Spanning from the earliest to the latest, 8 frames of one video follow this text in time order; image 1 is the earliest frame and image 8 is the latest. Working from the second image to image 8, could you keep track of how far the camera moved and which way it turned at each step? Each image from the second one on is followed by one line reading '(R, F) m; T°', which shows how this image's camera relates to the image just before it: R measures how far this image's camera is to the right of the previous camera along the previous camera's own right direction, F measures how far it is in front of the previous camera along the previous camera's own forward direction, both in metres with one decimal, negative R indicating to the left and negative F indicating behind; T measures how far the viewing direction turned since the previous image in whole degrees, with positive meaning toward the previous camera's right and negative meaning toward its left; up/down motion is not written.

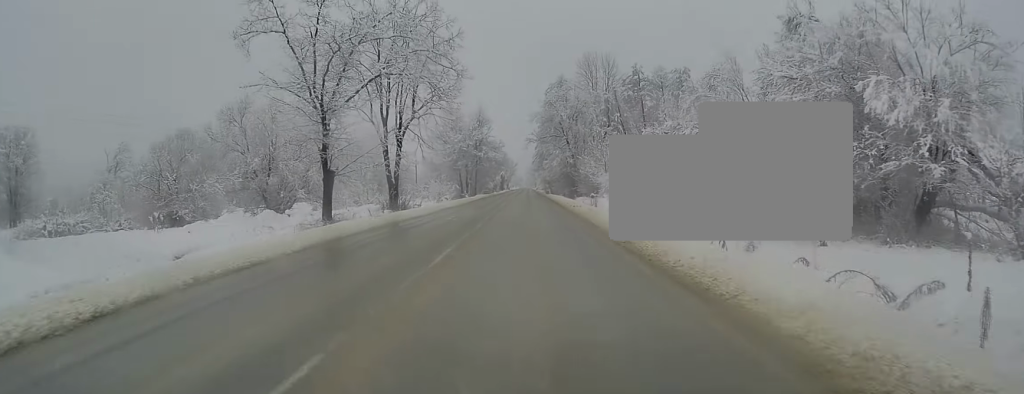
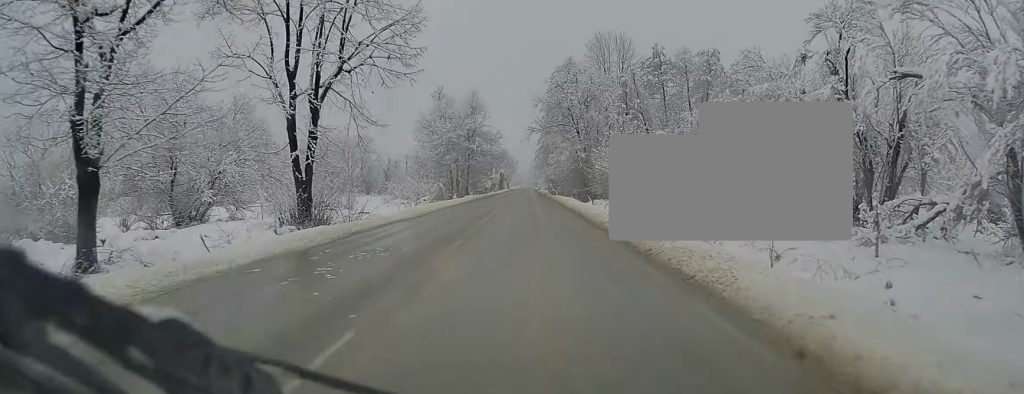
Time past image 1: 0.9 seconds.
(-0.1, +17.8) m; 0°
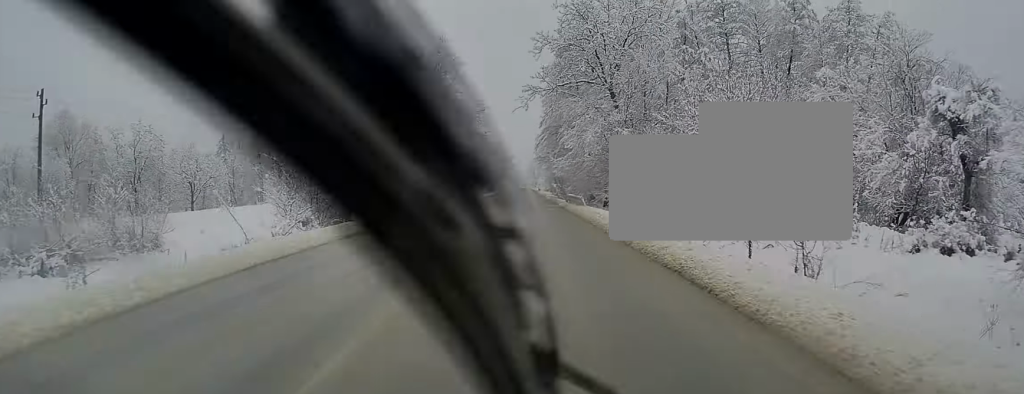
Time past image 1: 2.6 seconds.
(-0.1, +34.8) m; 0°
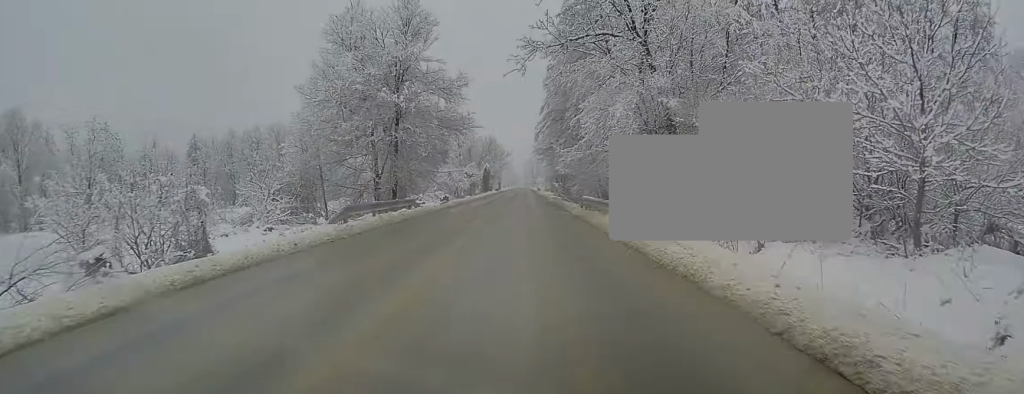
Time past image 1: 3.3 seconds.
(0.0, +14.9) m; 0°
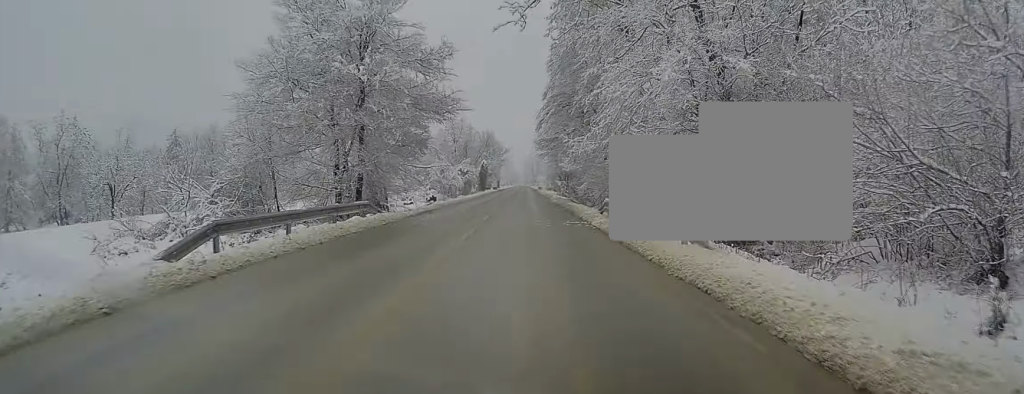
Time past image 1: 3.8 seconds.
(0.0, +9.6) m; 0°
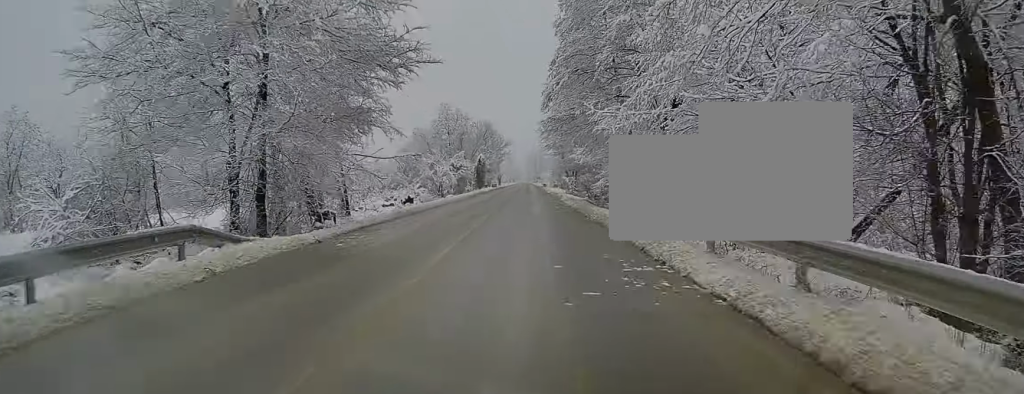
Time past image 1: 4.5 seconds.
(0.0, +13.7) m; 0°
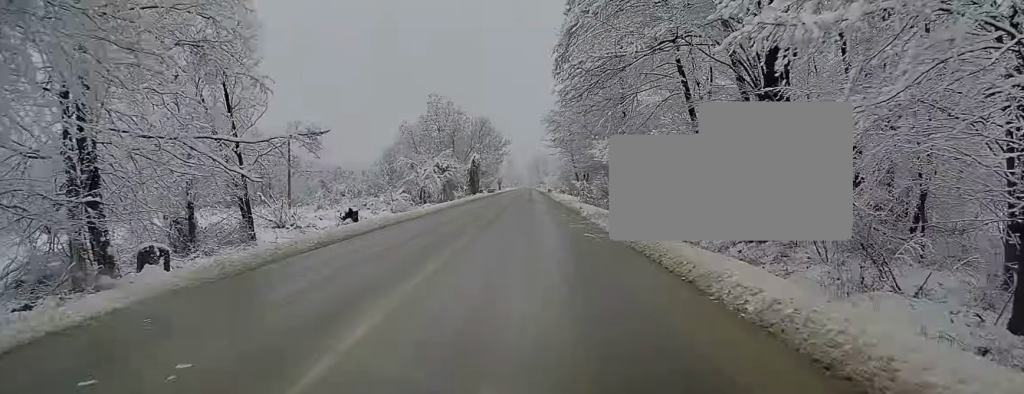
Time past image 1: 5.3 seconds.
(+0.1, +16.4) m; 0°
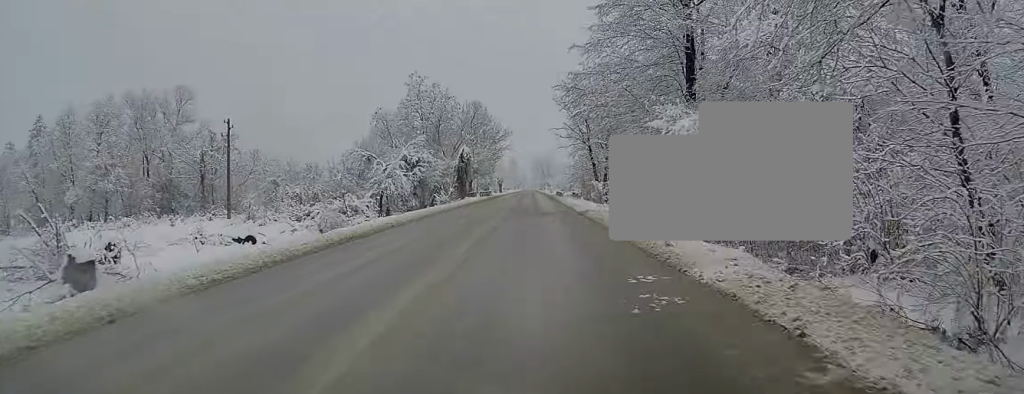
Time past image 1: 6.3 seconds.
(-0.2, +20.3) m; -1°
